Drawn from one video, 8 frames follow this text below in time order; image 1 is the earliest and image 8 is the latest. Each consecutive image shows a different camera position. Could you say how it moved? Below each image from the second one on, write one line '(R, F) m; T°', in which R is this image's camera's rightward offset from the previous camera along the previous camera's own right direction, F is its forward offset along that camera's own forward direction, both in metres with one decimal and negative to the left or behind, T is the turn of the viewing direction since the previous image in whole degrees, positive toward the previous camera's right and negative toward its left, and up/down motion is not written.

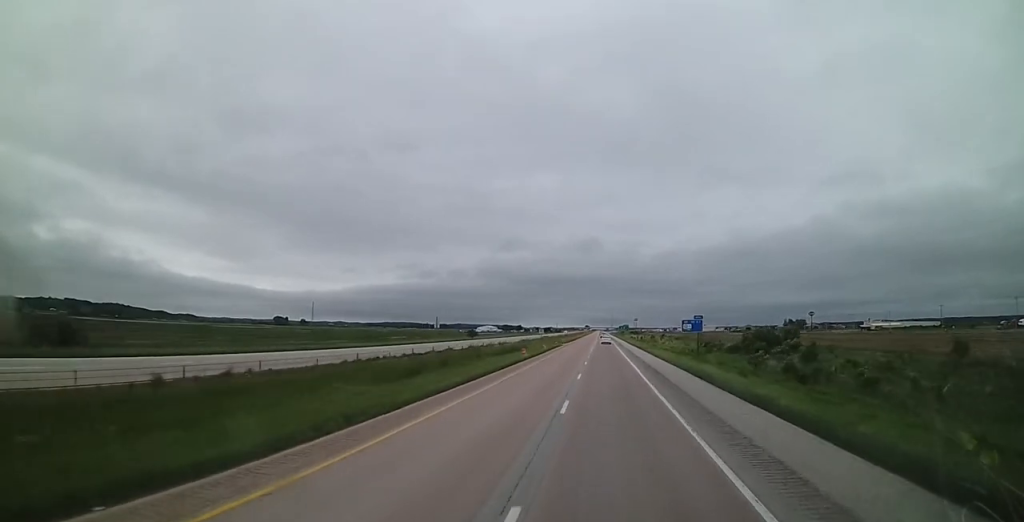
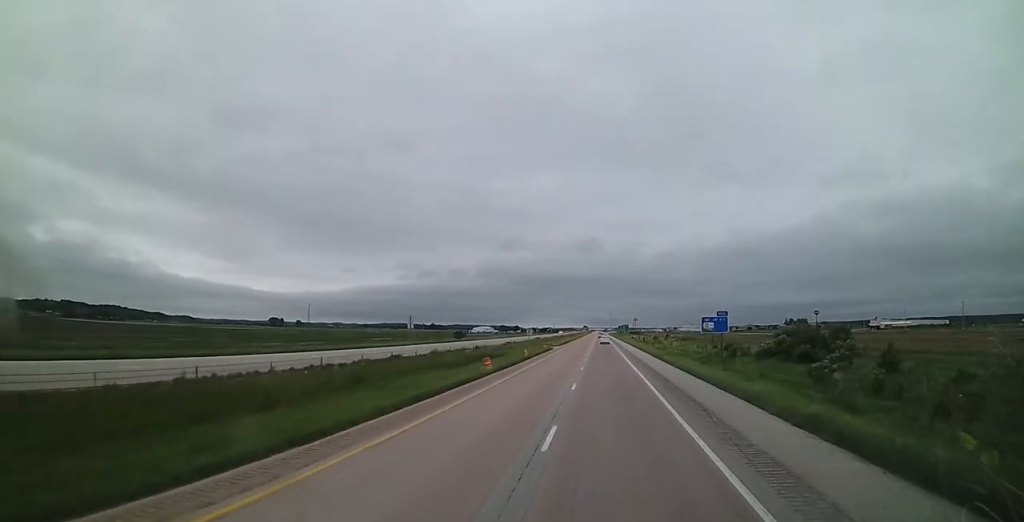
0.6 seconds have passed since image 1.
(-0.2, +17.6) m; 0°
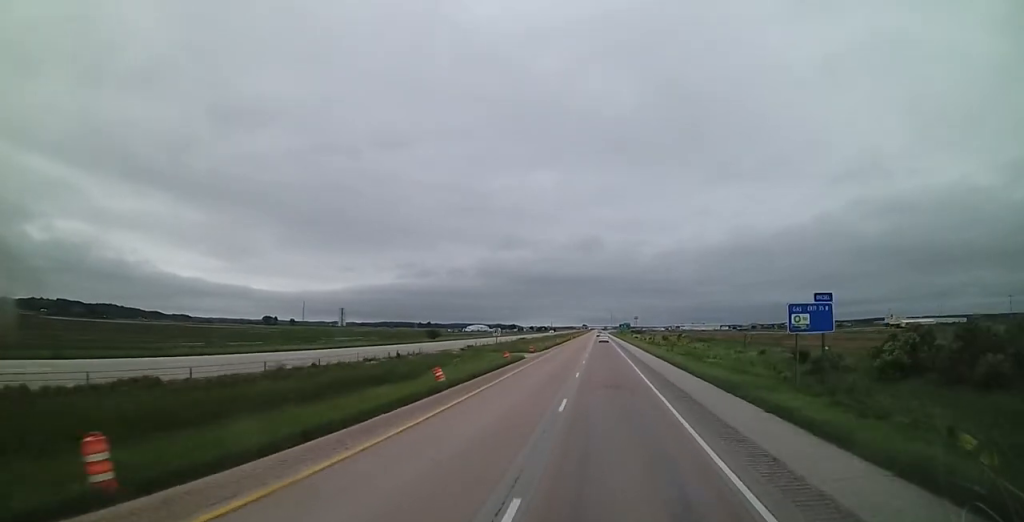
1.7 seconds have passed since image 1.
(-0.1, +31.3) m; 0°
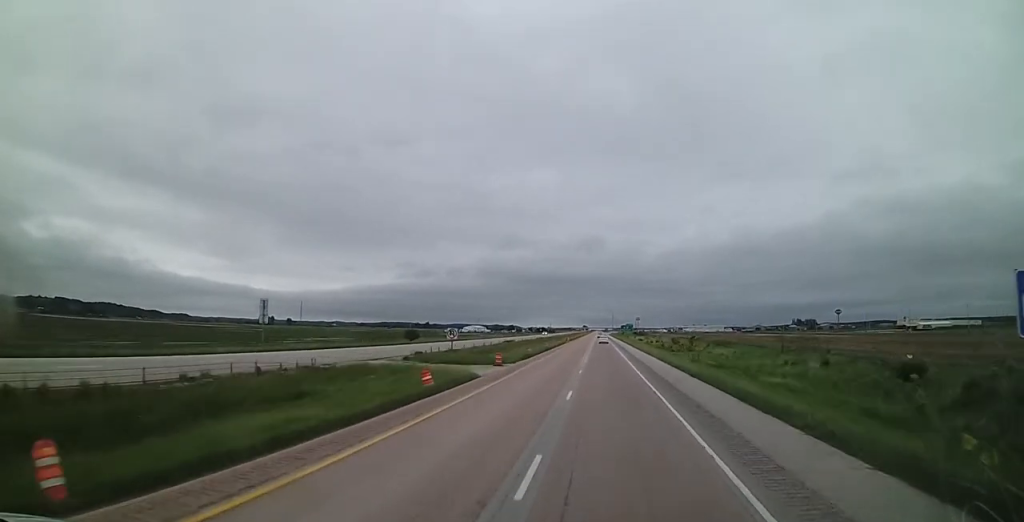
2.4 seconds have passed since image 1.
(+0.1, +21.5) m; 0°
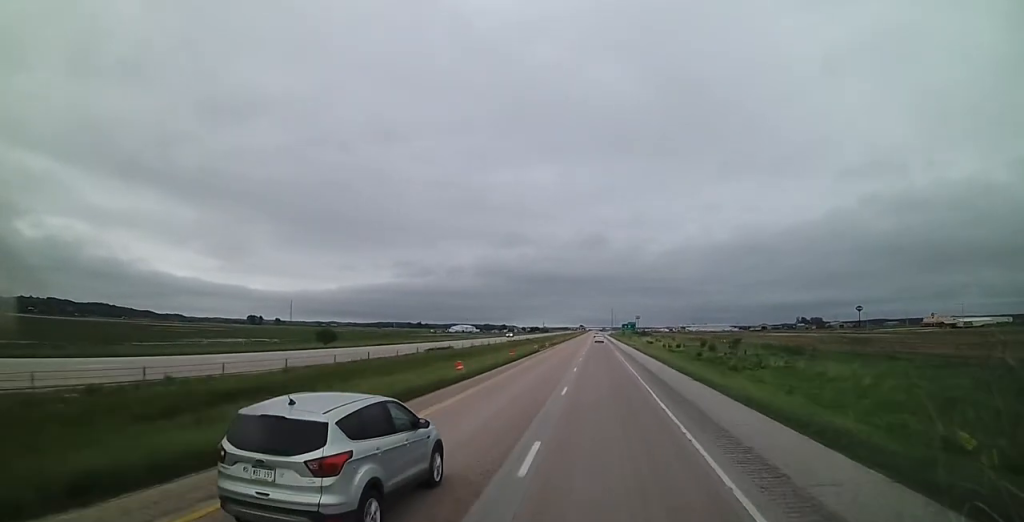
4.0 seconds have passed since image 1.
(+0.1, +47.9) m; 0°
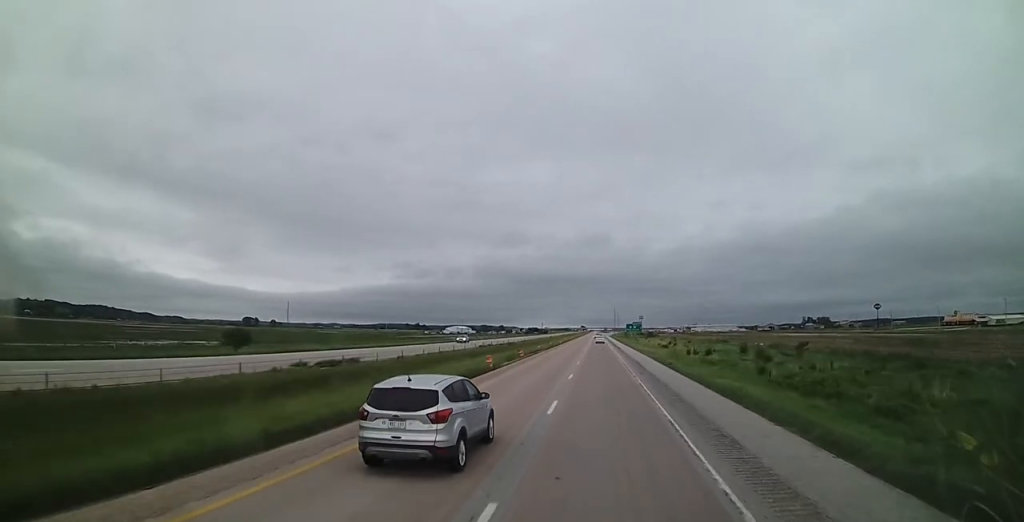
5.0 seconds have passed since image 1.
(-0.2, +29.2) m; 0°
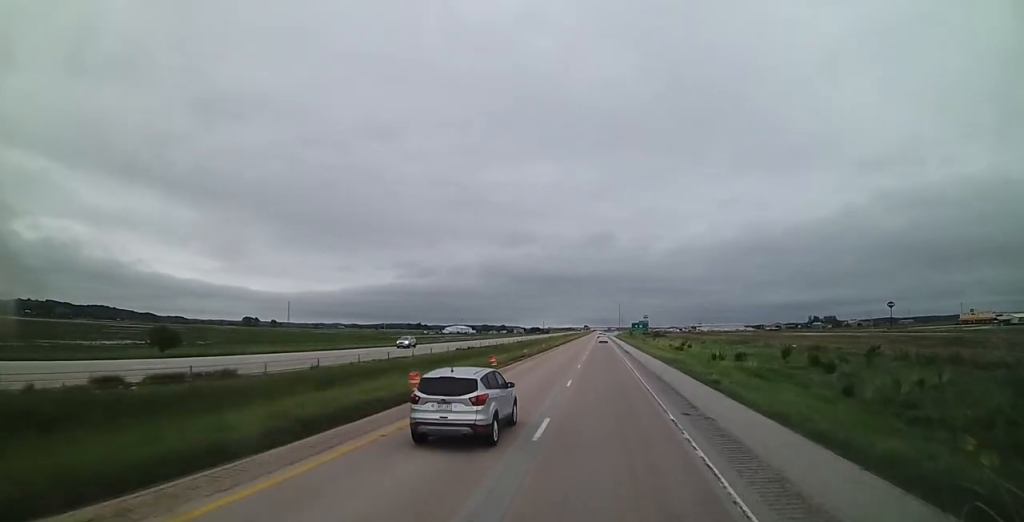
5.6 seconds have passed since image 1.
(0.0, +16.5) m; 0°
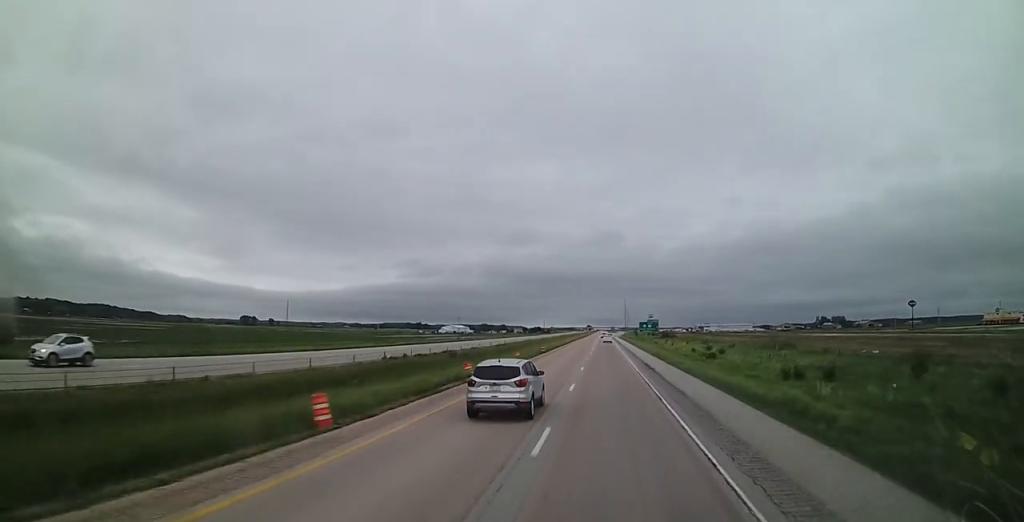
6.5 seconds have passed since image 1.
(0.0, +26.1) m; 0°
